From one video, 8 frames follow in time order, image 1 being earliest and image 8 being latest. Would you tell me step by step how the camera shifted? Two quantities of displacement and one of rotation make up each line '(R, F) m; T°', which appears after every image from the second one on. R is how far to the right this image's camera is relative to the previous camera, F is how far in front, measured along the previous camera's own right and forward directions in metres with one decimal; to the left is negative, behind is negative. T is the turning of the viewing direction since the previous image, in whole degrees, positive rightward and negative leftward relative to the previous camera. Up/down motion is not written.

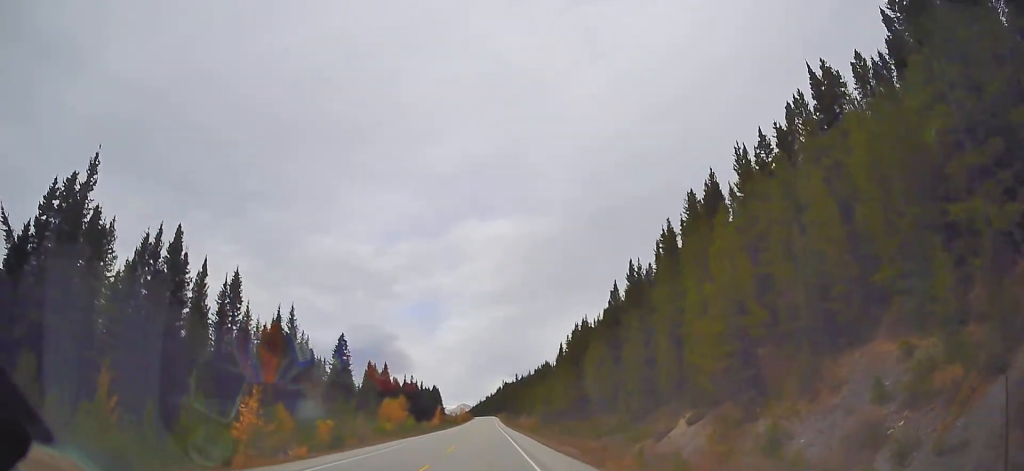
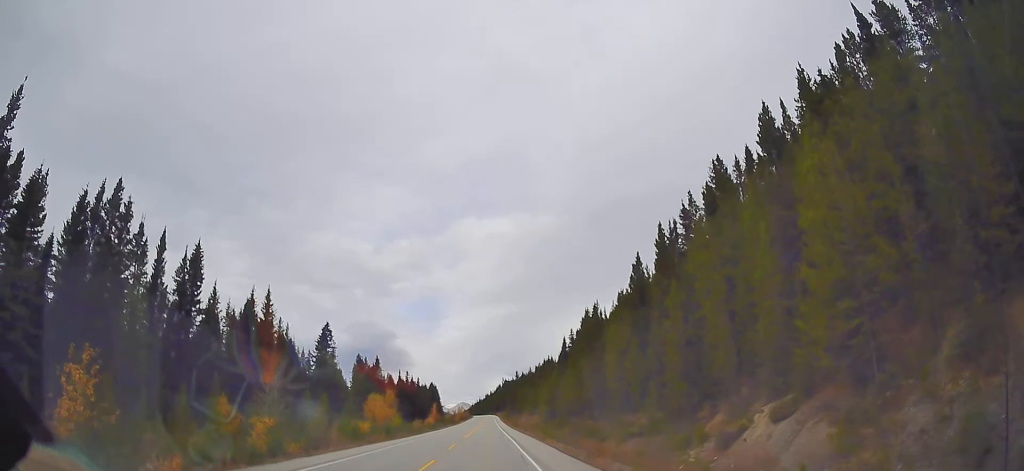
(-0.2, +11.0) m; 0°
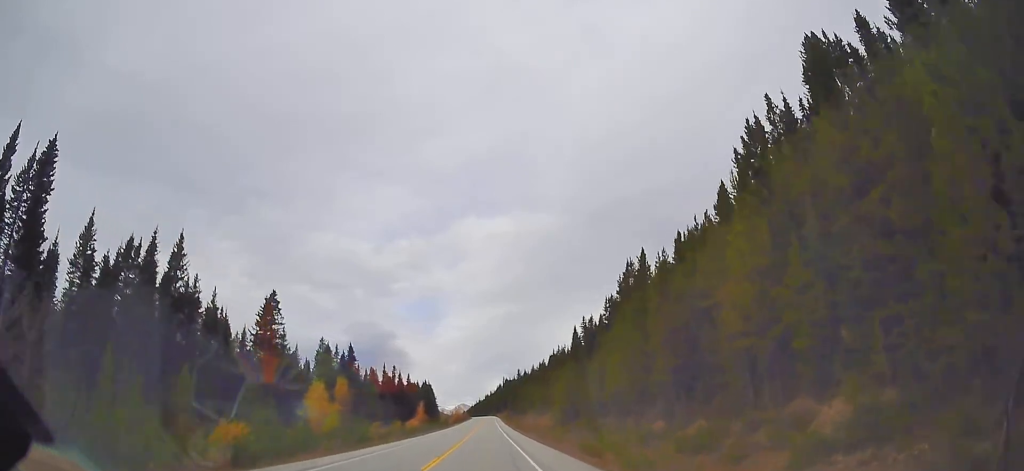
(+0.2, +28.2) m; 0°
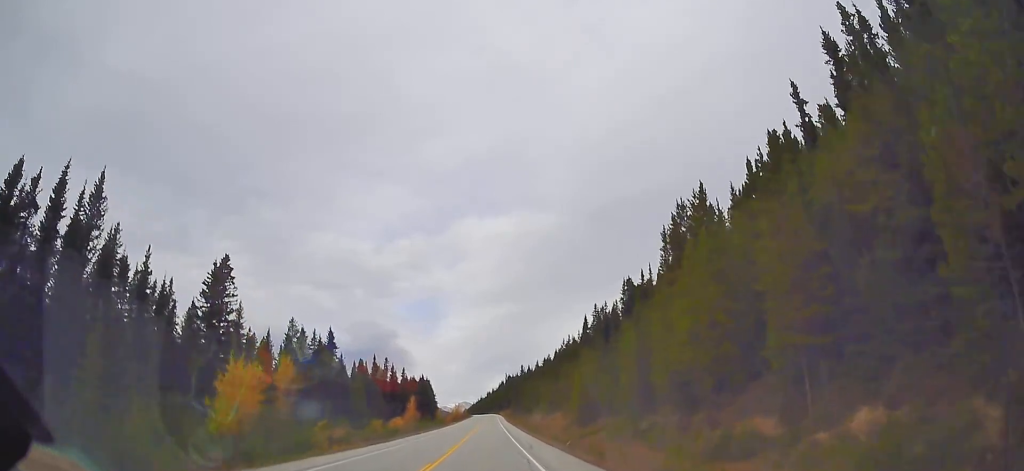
(-0.1, +17.2) m; -1°
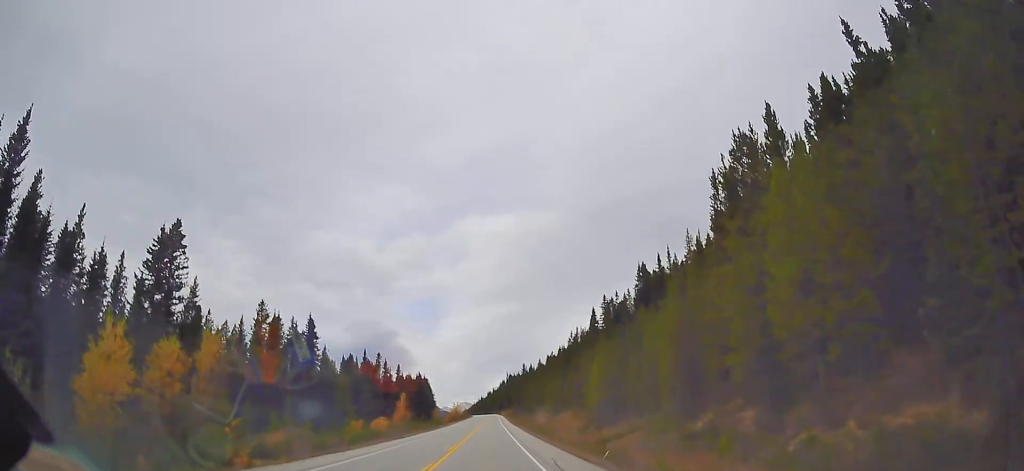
(0.0, +12.0) m; 0°
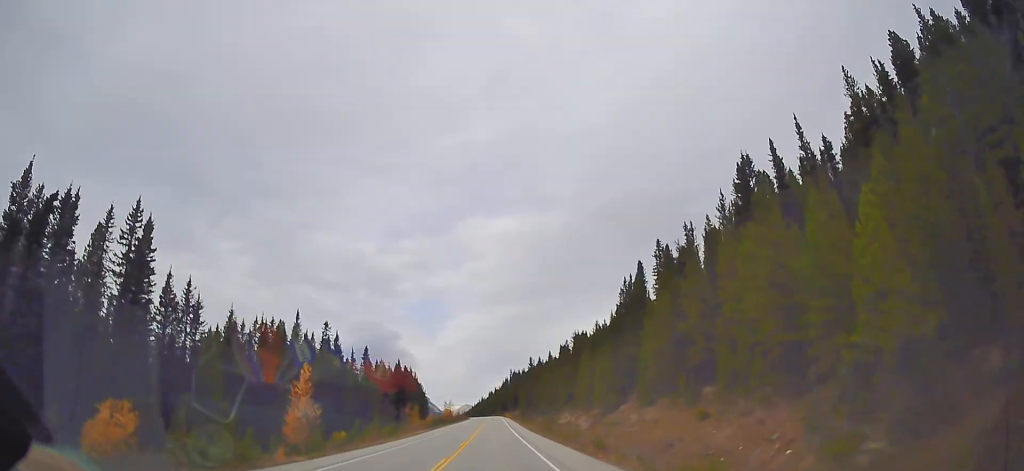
(+0.5, +49.8) m; 0°
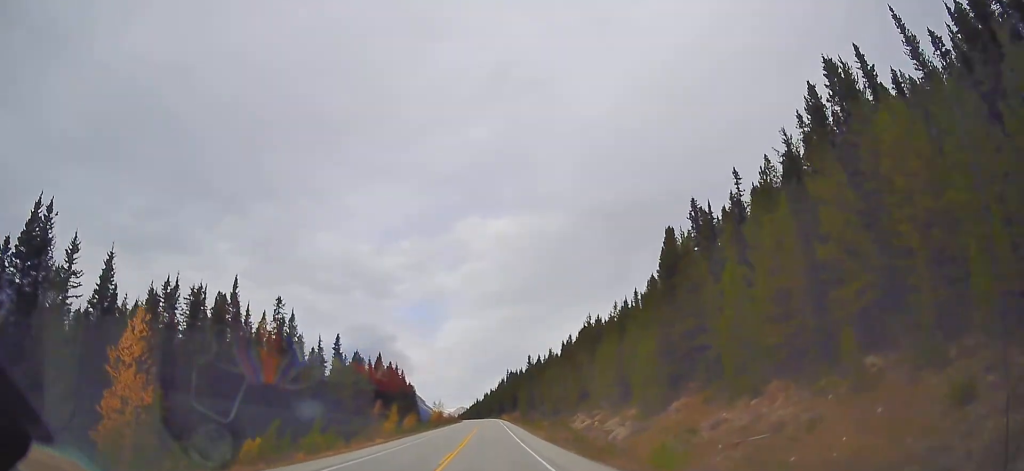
(-0.8, +21.8) m; 0°
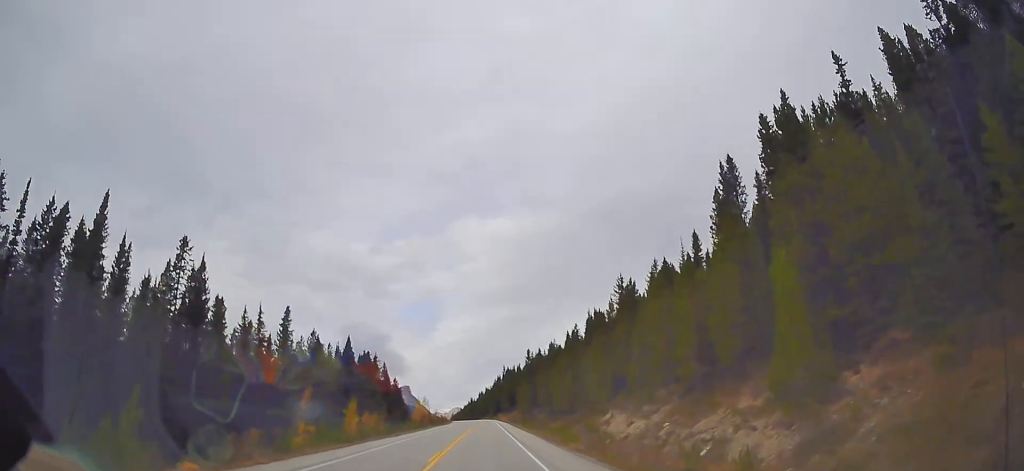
(+0.9, +26.2) m; +1°
